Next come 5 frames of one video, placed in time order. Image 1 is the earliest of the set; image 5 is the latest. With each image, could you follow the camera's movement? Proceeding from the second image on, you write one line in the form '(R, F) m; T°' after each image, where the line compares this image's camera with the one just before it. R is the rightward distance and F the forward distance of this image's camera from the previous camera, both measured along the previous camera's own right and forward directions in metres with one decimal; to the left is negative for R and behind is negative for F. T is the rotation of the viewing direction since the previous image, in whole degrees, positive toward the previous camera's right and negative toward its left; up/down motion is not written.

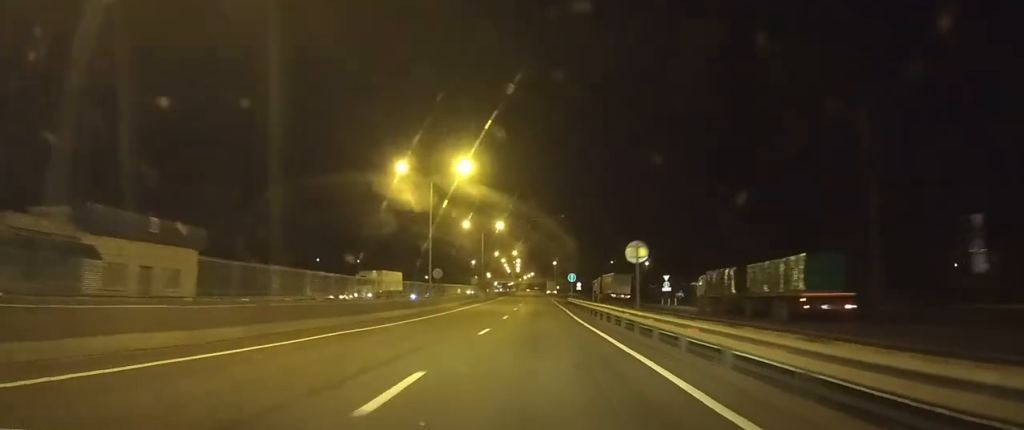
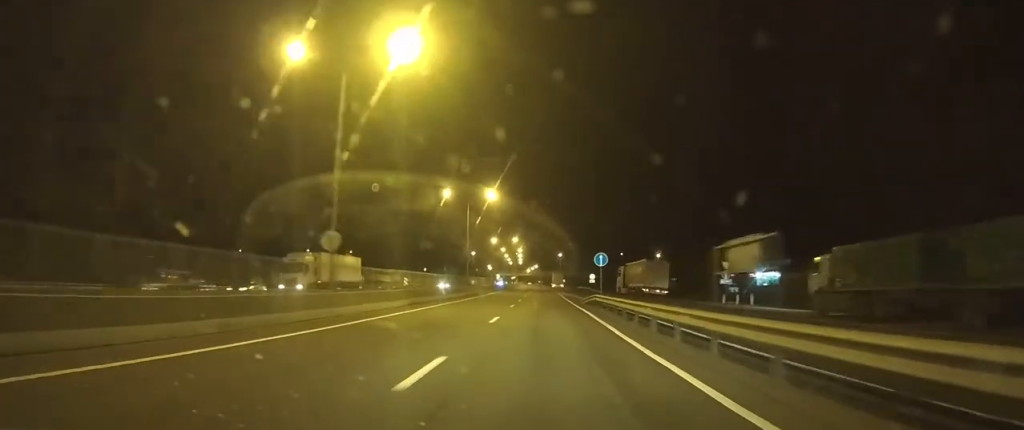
(0.0, +24.1) m; 0°
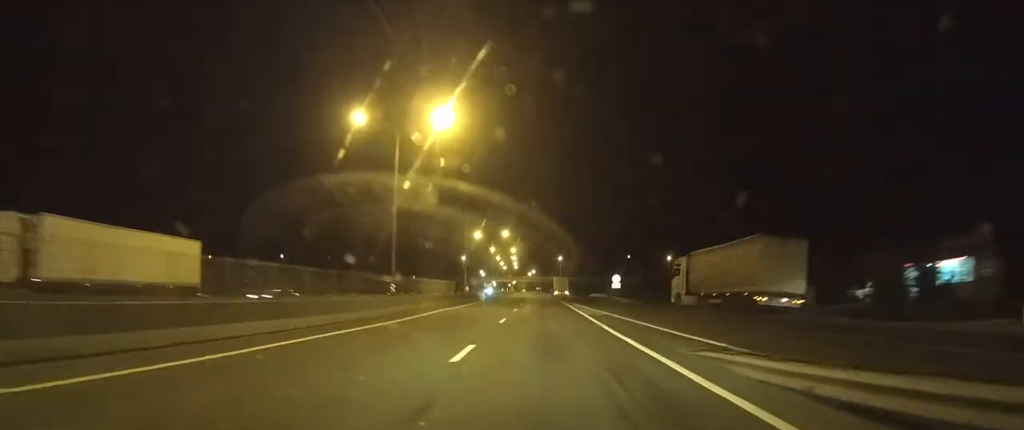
(0.0, +33.2) m; 0°
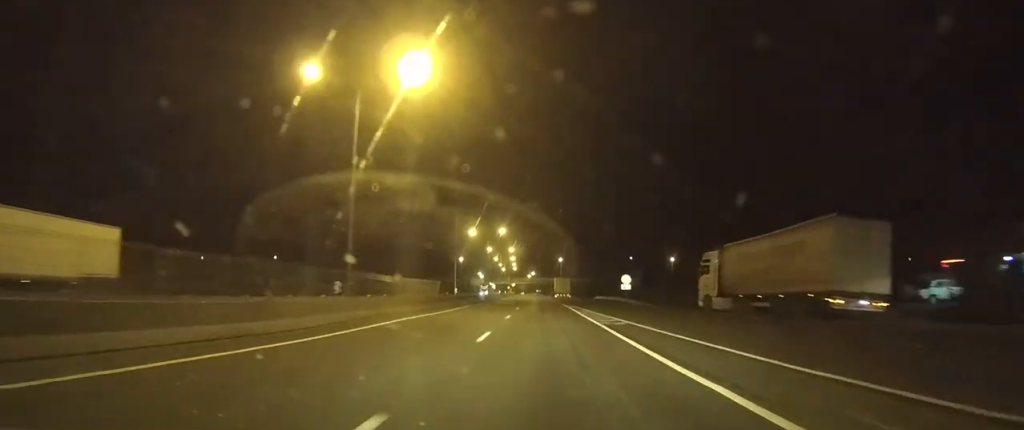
(0.0, +7.8) m; 0°
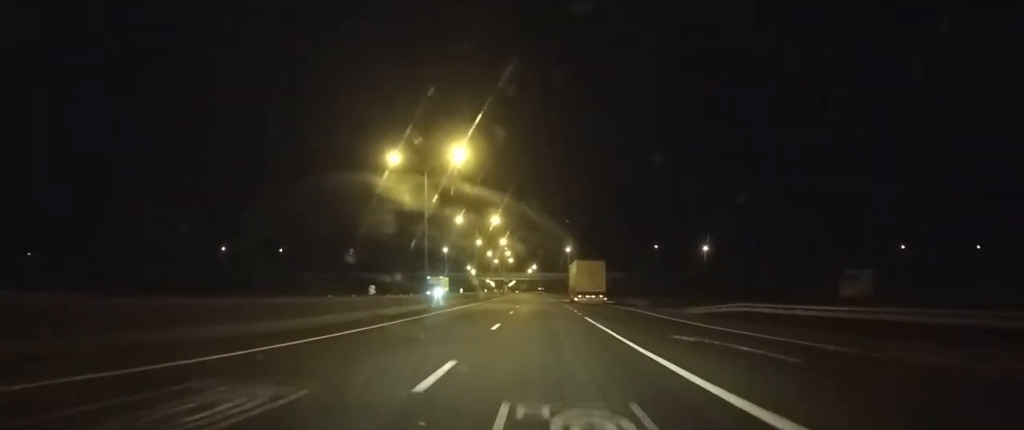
(-1.7, +55.9) m; -3°
